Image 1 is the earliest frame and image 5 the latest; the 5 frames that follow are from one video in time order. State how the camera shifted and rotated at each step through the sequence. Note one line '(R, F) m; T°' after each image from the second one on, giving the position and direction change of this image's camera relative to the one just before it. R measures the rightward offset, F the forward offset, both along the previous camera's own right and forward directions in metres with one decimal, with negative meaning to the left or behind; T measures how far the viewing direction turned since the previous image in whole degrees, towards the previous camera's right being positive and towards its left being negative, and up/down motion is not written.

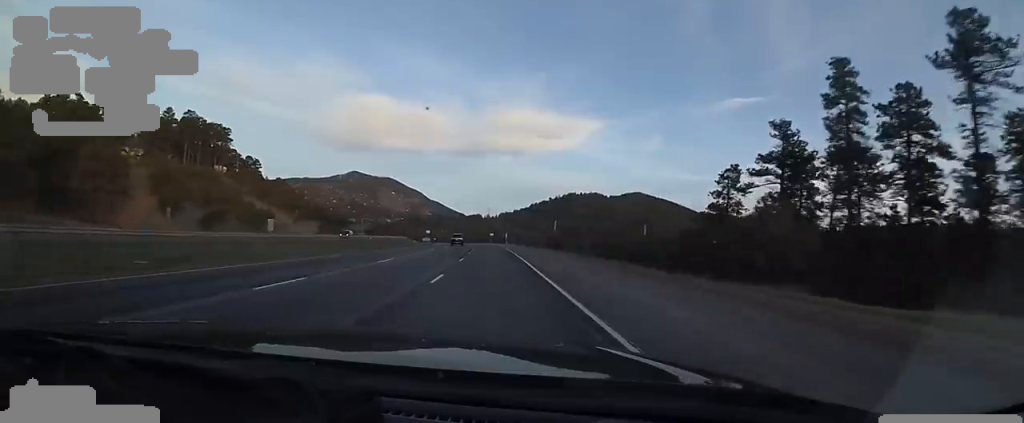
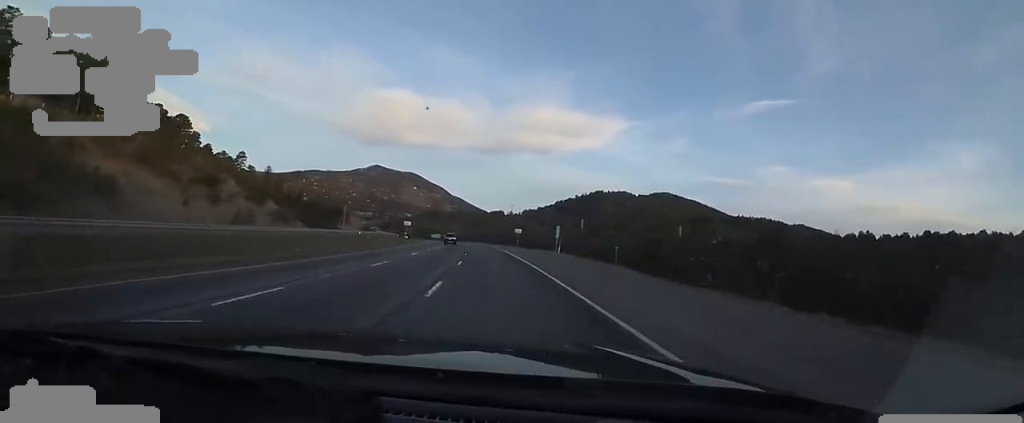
(-1.3, +62.5) m; -1°
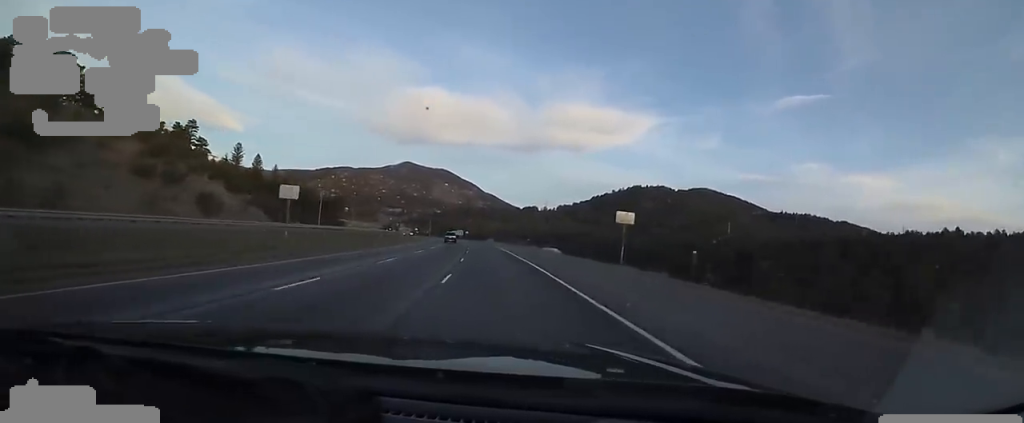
(-1.8, +57.6) m; -5°
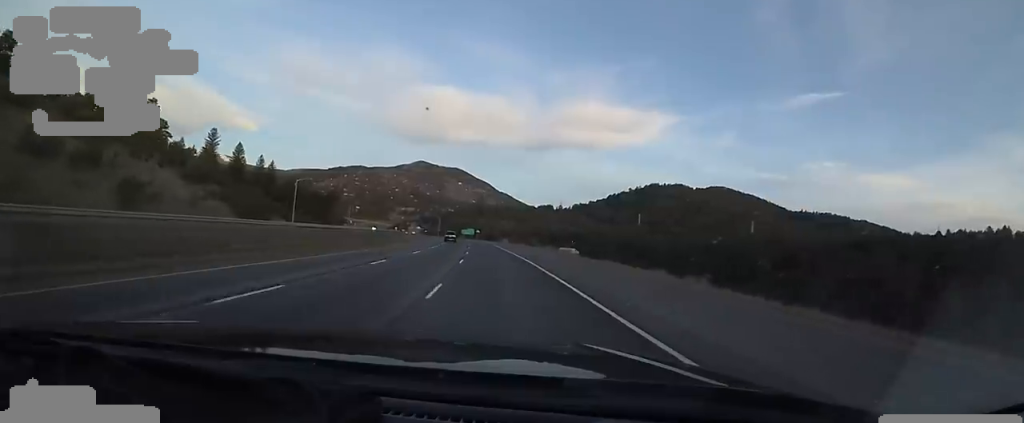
(-0.7, +27.2) m; -3°
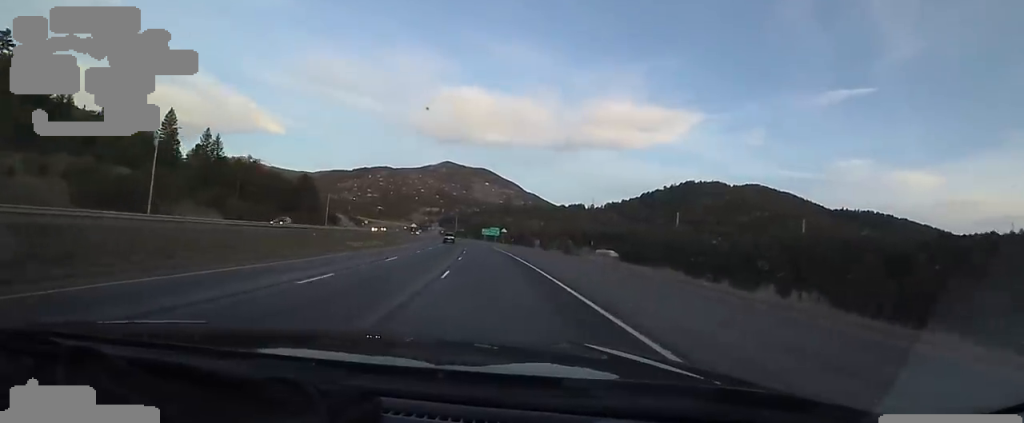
(-2.7, +56.4) m; -4°
